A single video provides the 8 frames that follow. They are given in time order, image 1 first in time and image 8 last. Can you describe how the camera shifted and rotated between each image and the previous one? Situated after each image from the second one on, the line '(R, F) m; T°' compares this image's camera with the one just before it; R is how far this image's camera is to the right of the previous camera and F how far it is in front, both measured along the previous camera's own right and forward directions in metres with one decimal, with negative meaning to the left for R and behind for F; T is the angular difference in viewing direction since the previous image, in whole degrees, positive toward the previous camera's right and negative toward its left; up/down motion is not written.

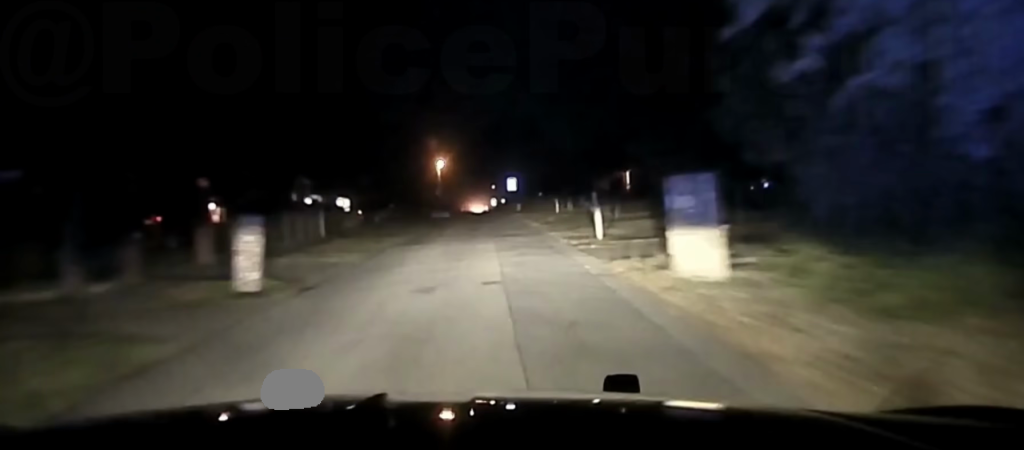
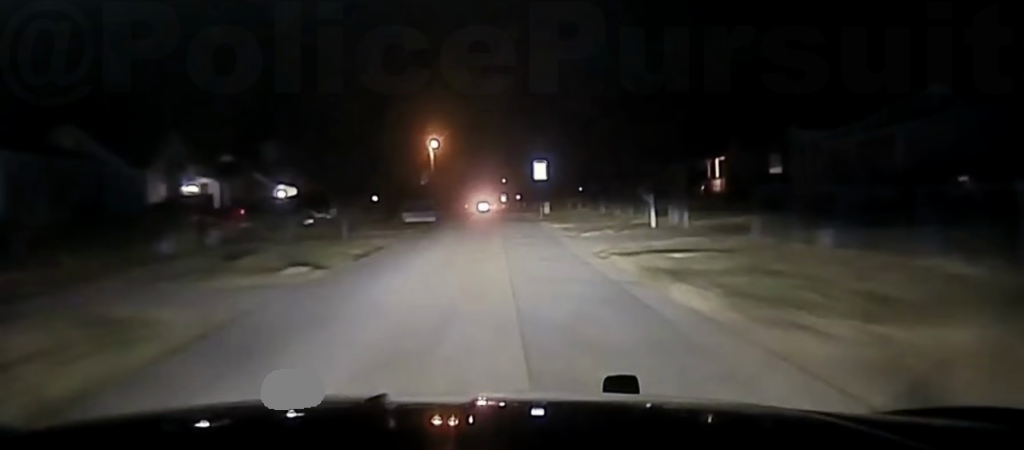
(-0.1, +37.6) m; 0°
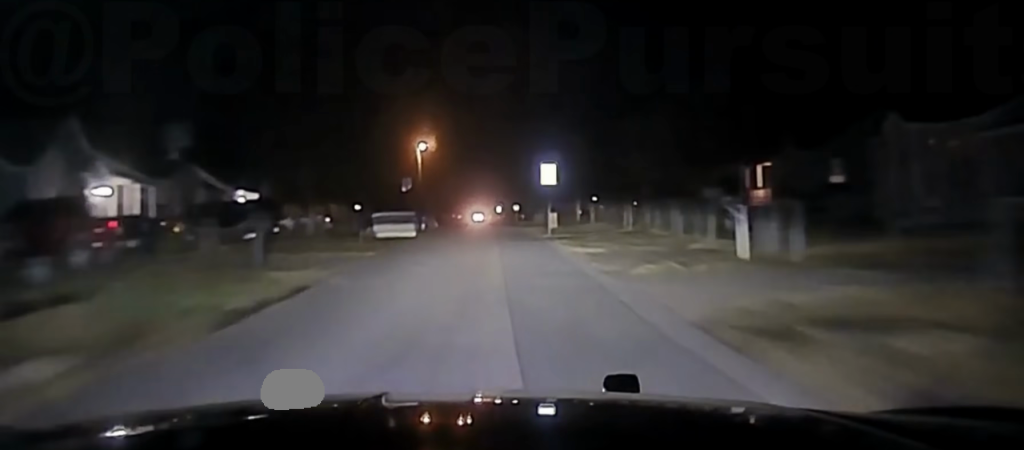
(0.0, +11.8) m; 0°
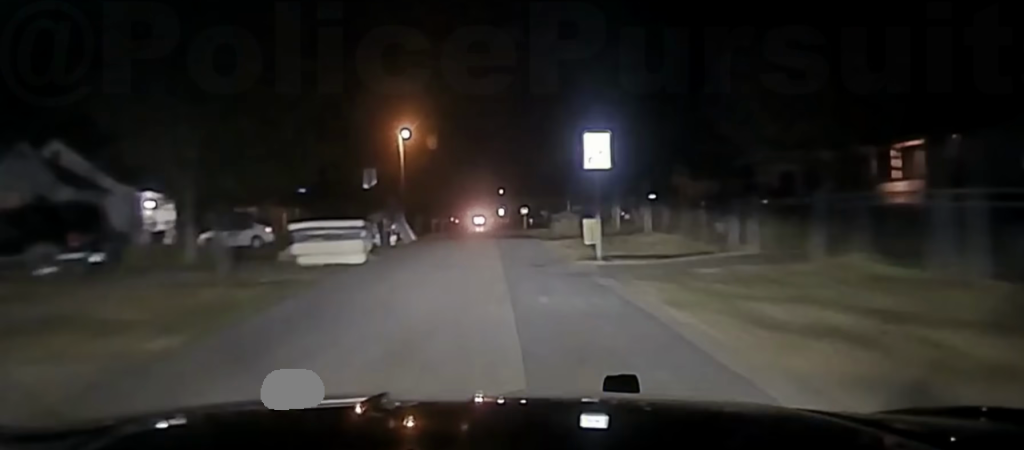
(-0.1, +18.2) m; +1°
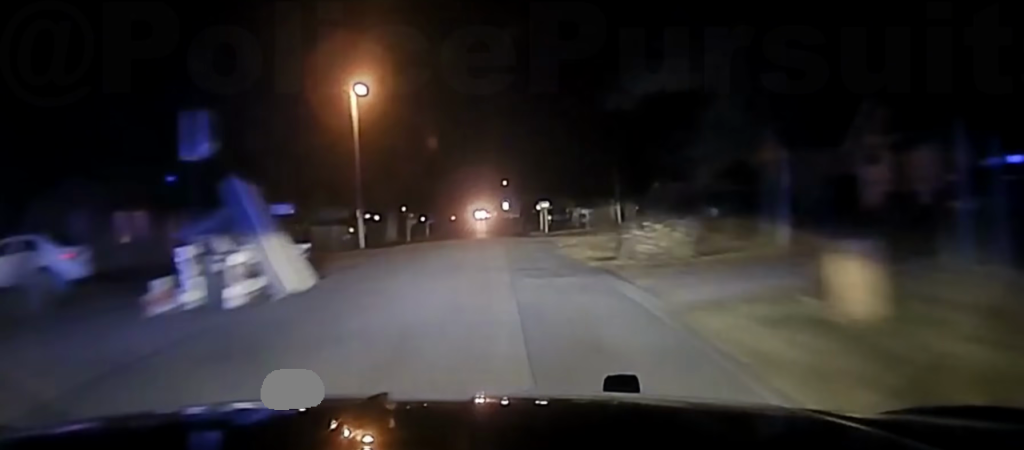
(+0.5, +24.9) m; +1°
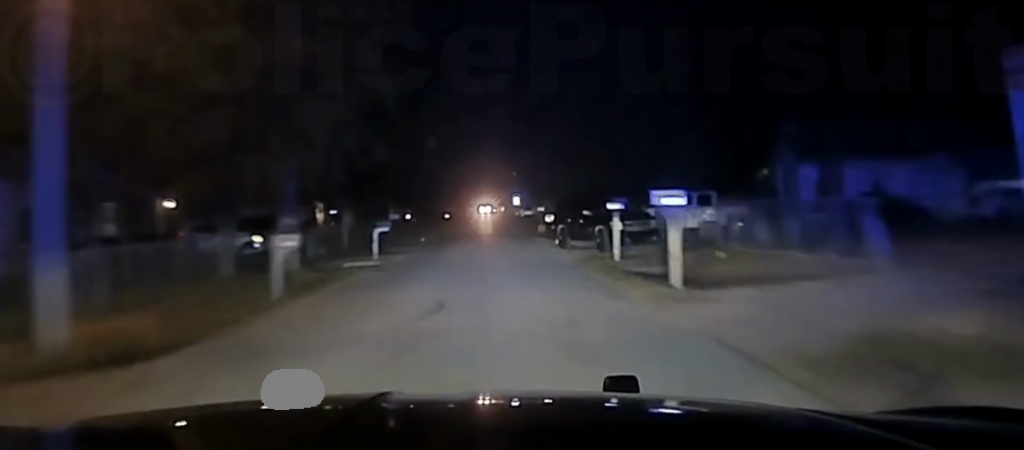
(-0.1, +32.6) m; -1°
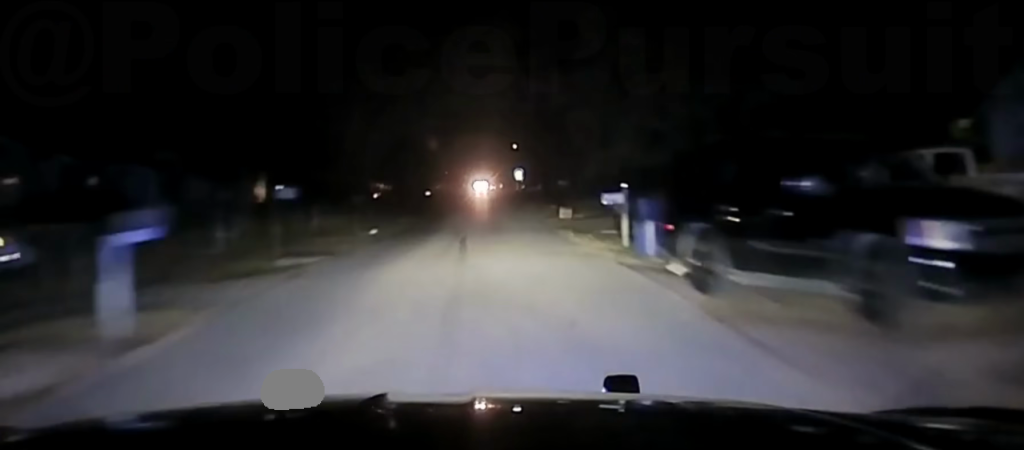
(-0.4, +24.1) m; -1°
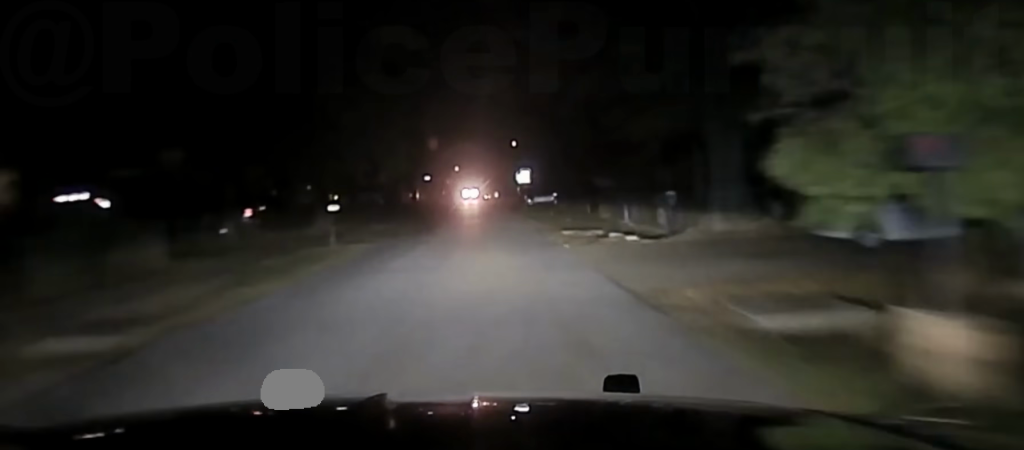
(0.0, +38.8) m; 0°
